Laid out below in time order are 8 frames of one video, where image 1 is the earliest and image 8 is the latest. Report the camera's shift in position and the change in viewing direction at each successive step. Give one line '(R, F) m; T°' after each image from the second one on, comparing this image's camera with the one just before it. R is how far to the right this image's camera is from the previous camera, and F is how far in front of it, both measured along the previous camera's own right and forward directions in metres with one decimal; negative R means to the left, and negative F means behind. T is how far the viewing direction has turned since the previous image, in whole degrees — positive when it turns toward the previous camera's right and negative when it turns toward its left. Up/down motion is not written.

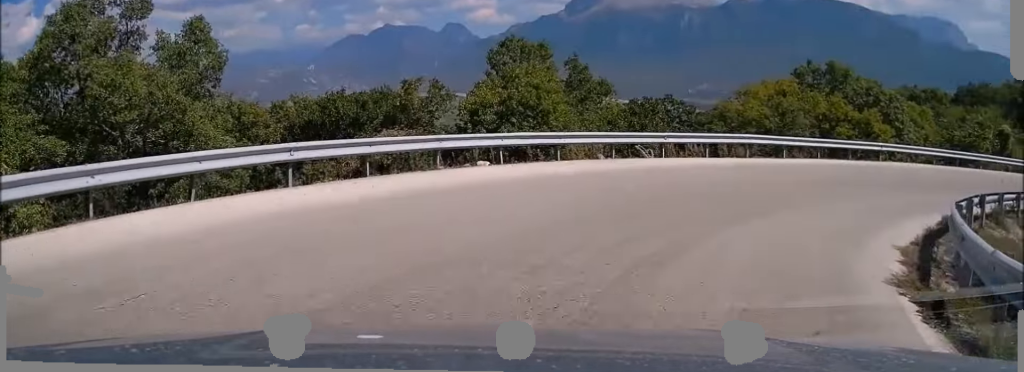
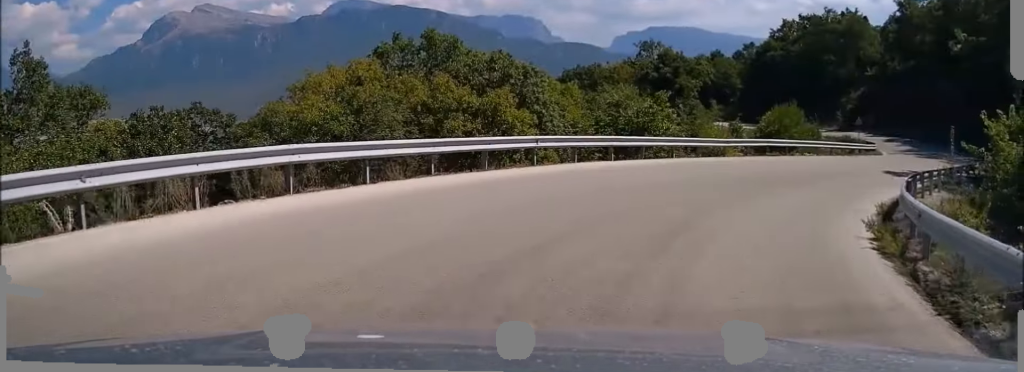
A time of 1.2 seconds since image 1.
(+3.0, +11.1) m; +29°
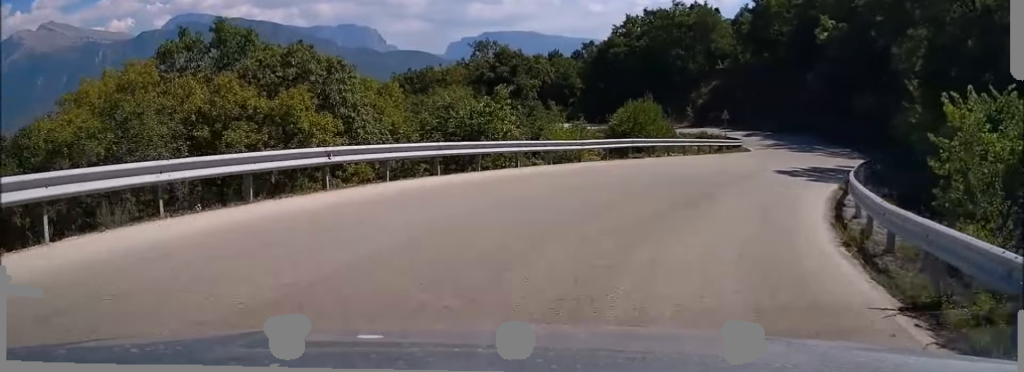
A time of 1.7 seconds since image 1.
(+0.1, +4.9) m; +11°
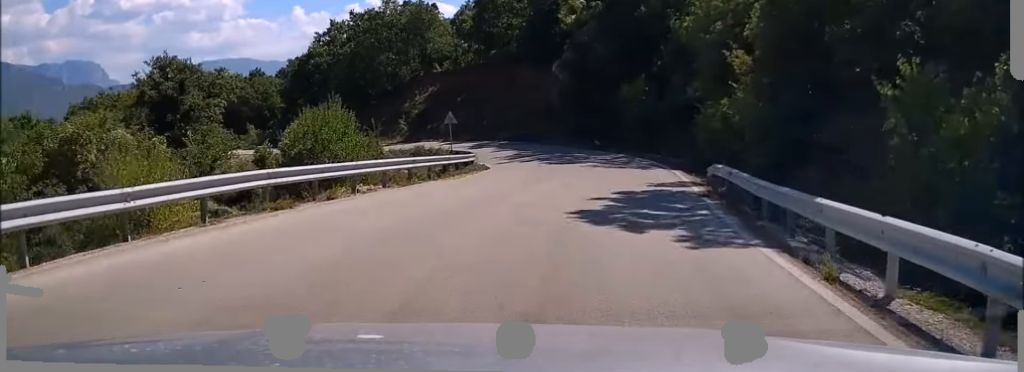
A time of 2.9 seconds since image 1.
(+2.9, +14.1) m; +17°
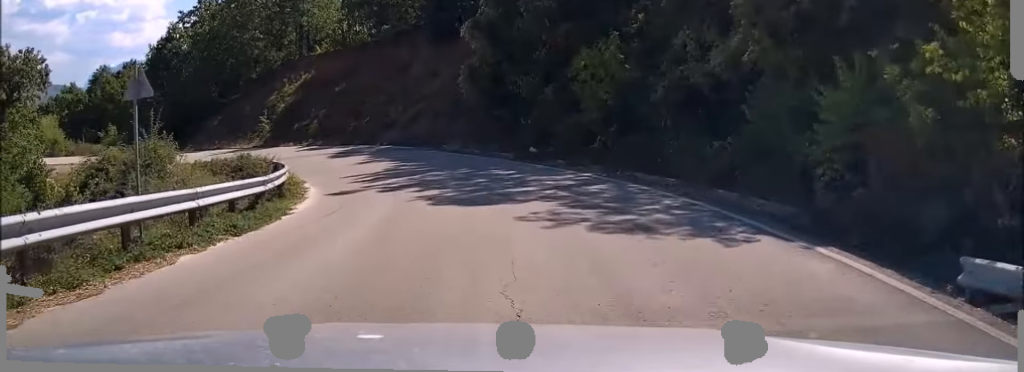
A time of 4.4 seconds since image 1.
(+2.4, +19.2) m; +9°
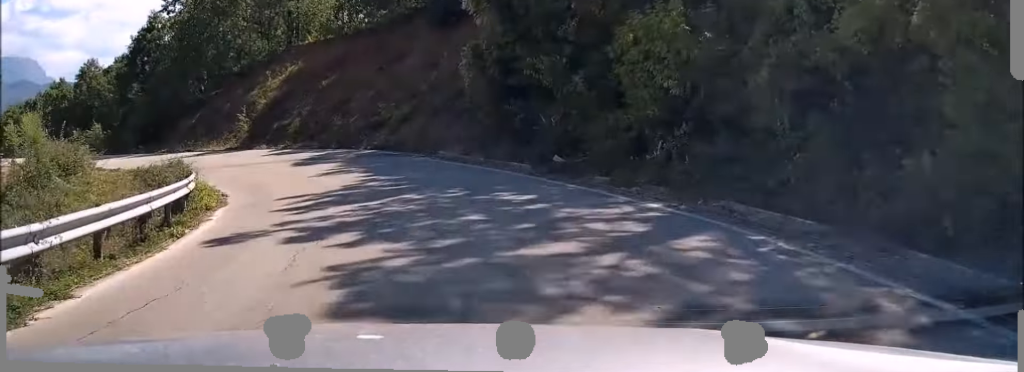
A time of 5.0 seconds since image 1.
(0.0, +7.7) m; -1°
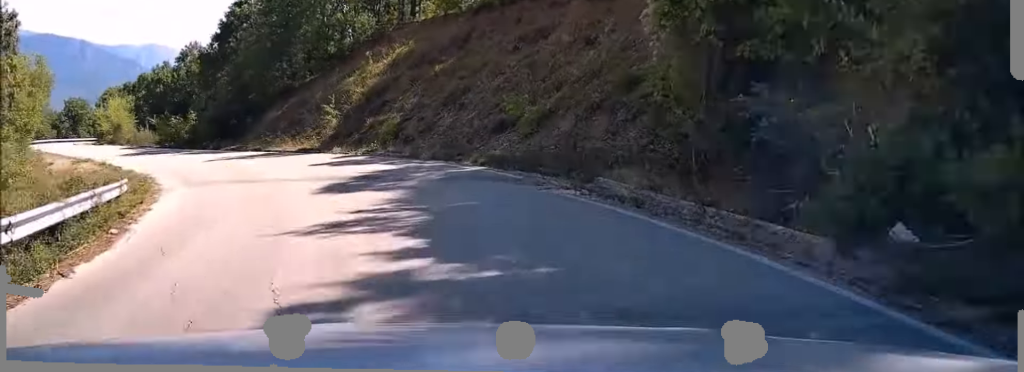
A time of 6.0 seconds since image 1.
(-0.3, +12.4) m; -8°
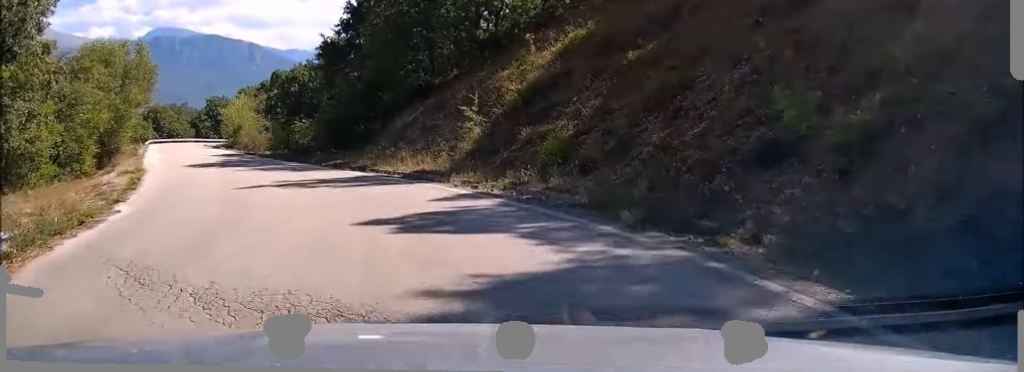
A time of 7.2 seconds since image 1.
(-2.0, +12.2) m; -21°
